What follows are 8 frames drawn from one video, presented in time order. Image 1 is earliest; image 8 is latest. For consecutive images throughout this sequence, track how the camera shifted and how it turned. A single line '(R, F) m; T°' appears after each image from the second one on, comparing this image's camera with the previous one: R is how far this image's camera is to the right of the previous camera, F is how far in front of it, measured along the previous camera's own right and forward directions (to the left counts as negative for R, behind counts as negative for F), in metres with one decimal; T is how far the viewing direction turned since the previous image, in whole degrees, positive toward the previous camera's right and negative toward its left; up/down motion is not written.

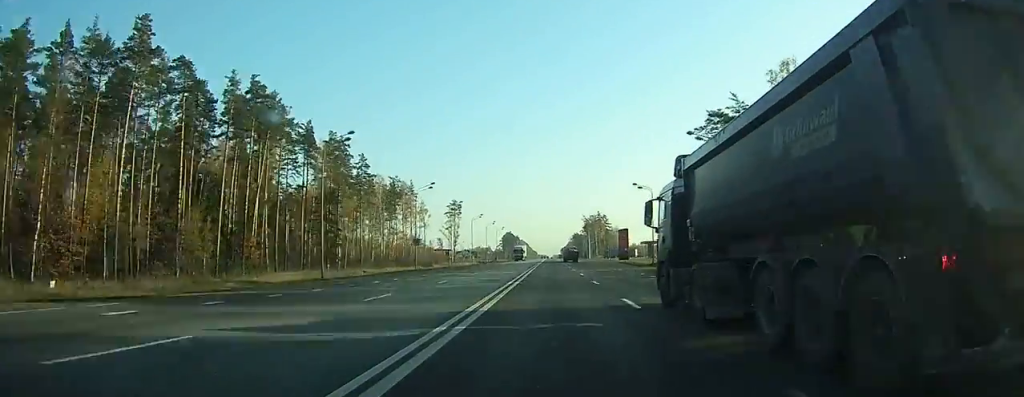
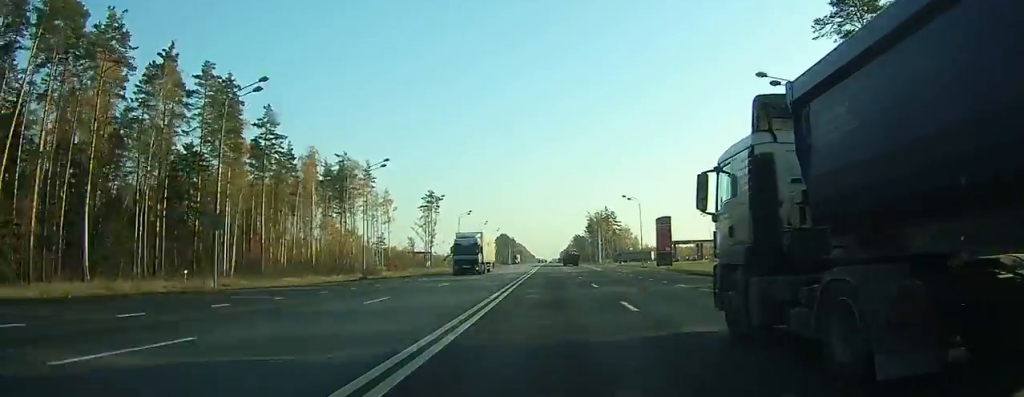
(-0.1, +47.4) m; 0°
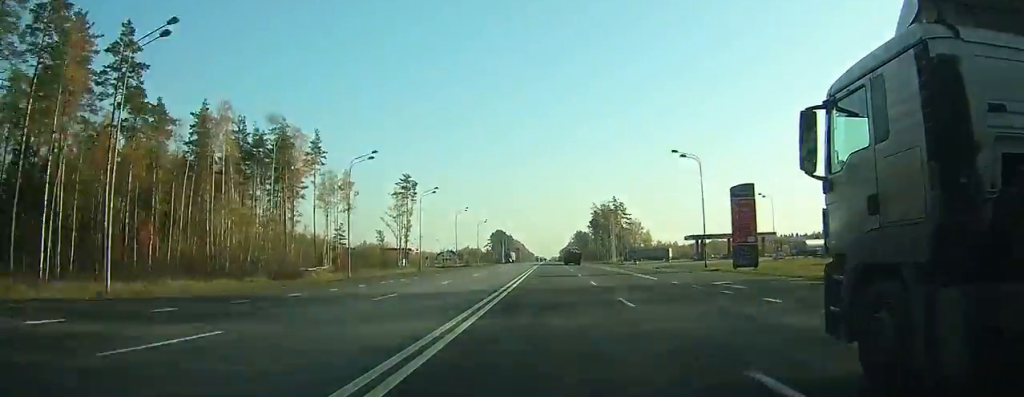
(-0.2, +35.0) m; 0°
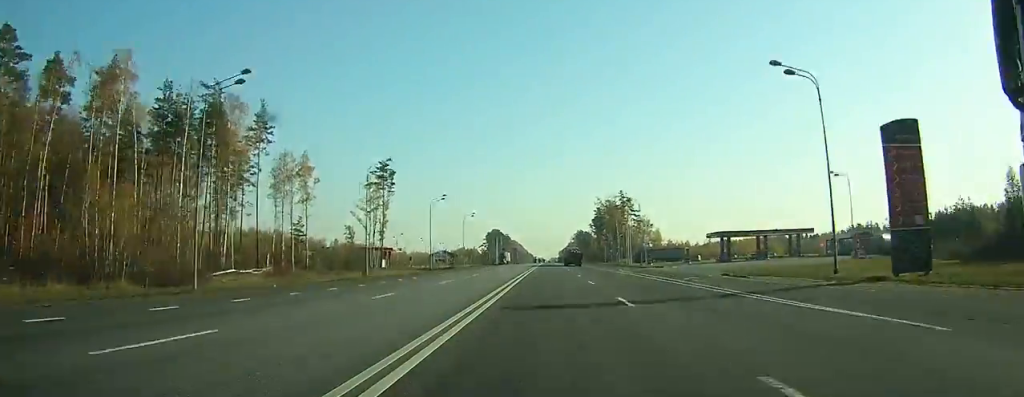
(-0.1, +24.0) m; 0°
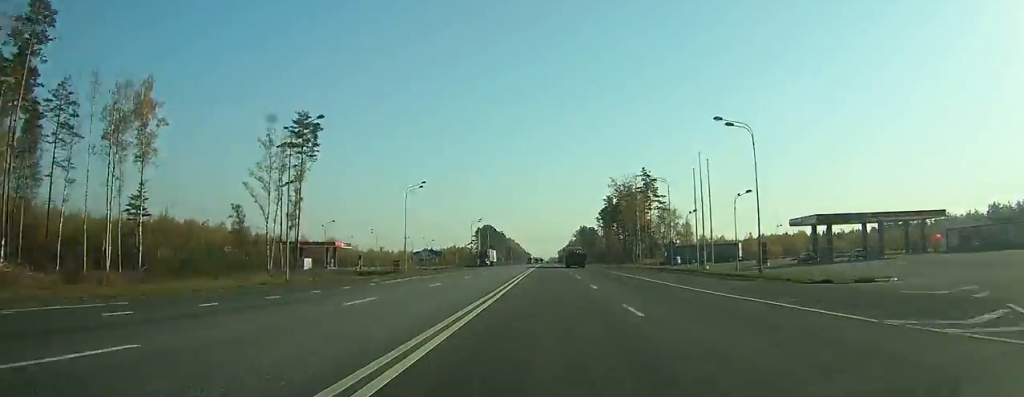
(+0.1, +49.8) m; 0°
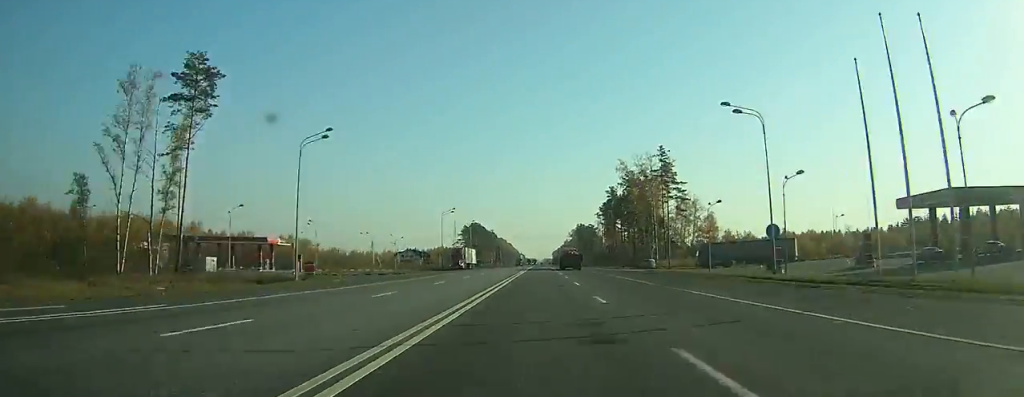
(+0.2, +31.0) m; 0°
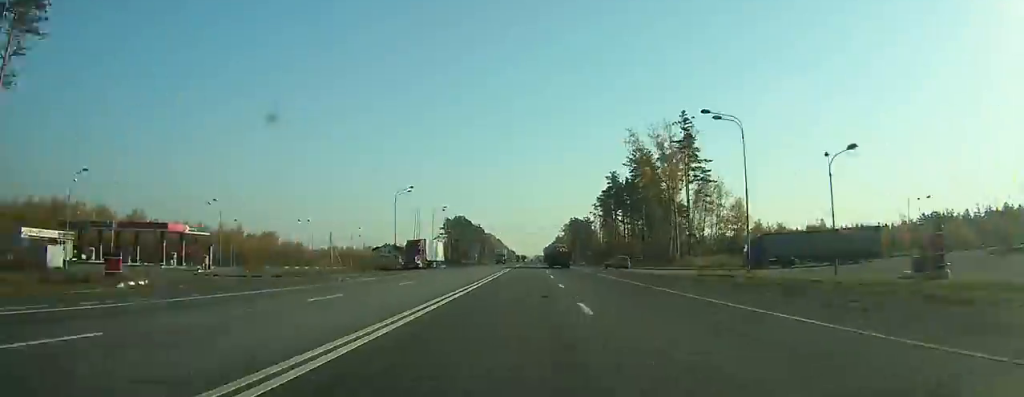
(0.0, +27.4) m; 0°
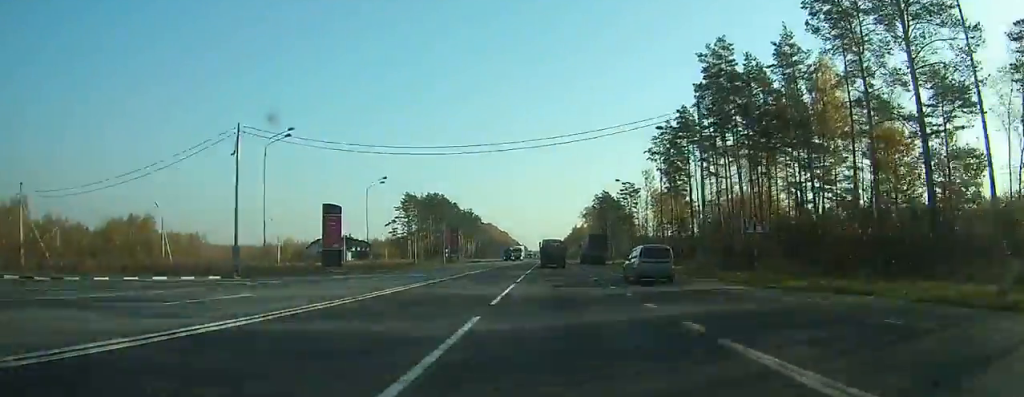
(+0.3, +98.2) m; -1°
